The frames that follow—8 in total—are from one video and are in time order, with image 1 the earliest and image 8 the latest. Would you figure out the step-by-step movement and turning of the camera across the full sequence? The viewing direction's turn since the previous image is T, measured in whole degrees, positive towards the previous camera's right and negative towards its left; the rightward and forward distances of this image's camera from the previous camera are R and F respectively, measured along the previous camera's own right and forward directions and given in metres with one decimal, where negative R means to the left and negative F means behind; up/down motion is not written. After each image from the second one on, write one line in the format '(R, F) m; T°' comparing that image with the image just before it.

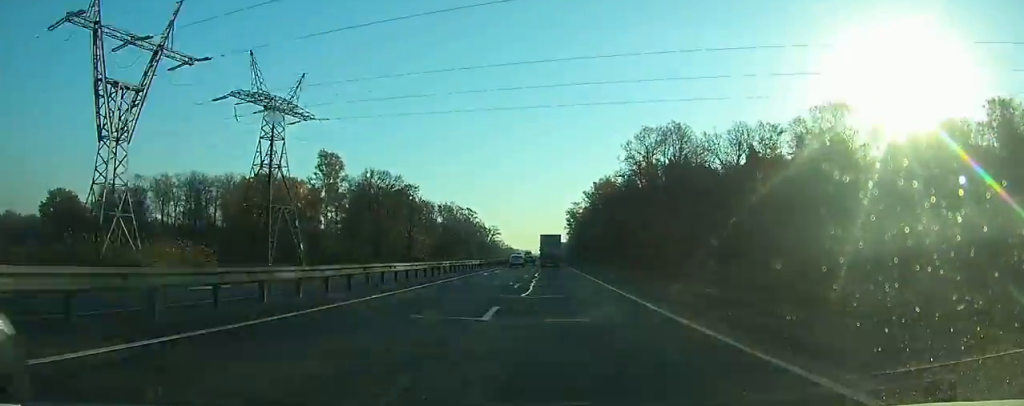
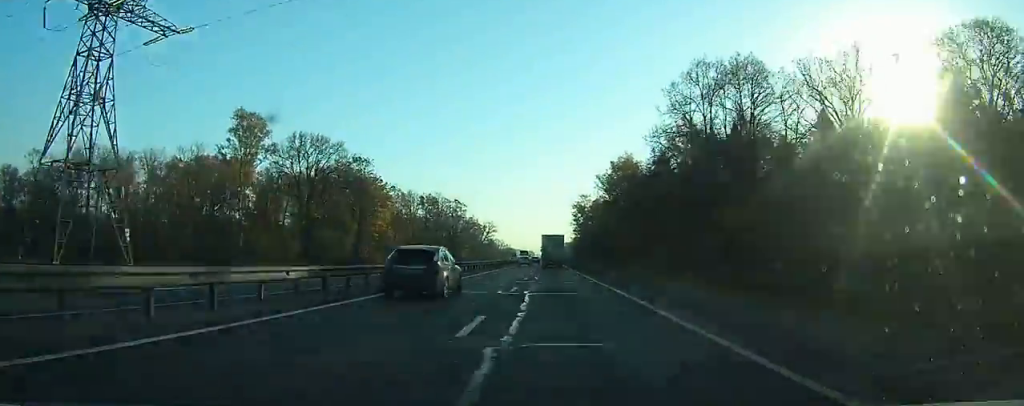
(0.0, +37.9) m; 0°
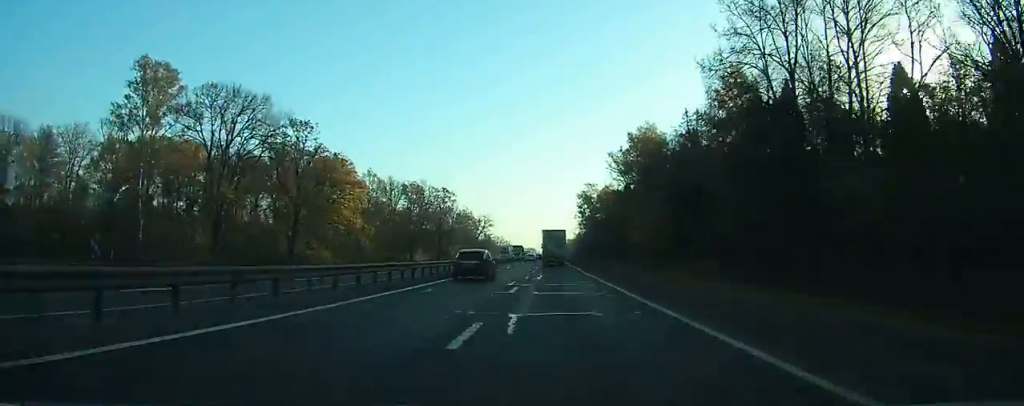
(0.0, +25.0) m; 0°
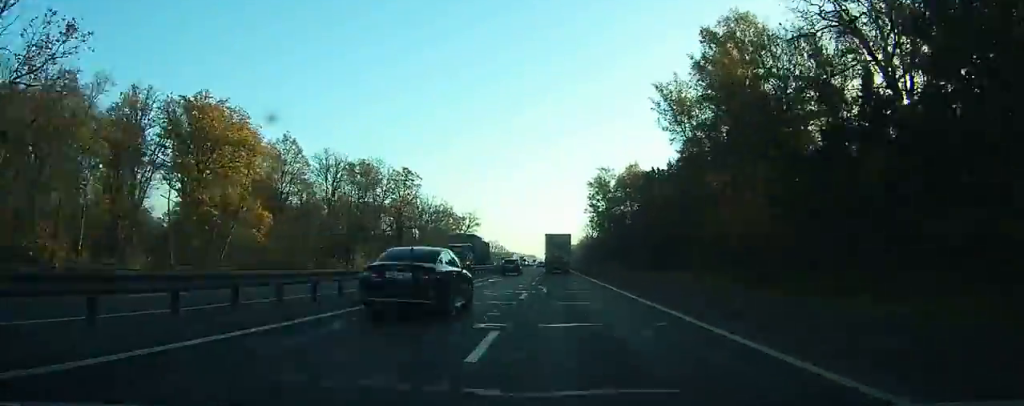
(-0.3, +48.1) m; 0°
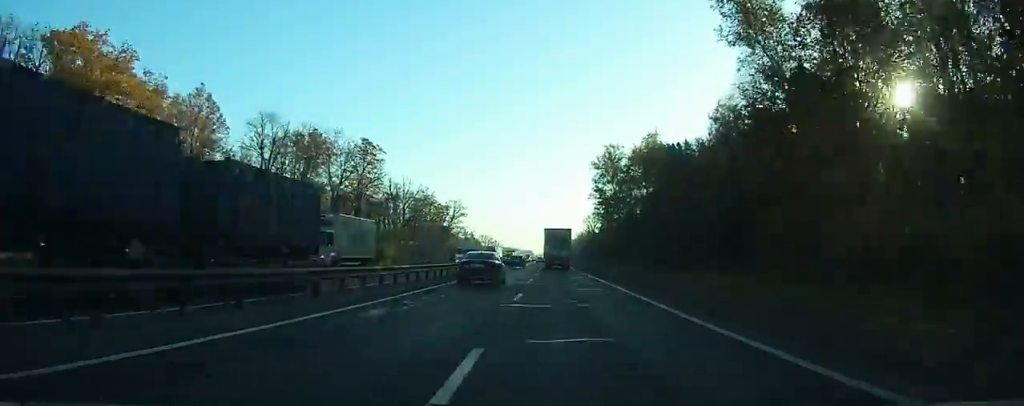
(+0.1, +25.8) m; 0°
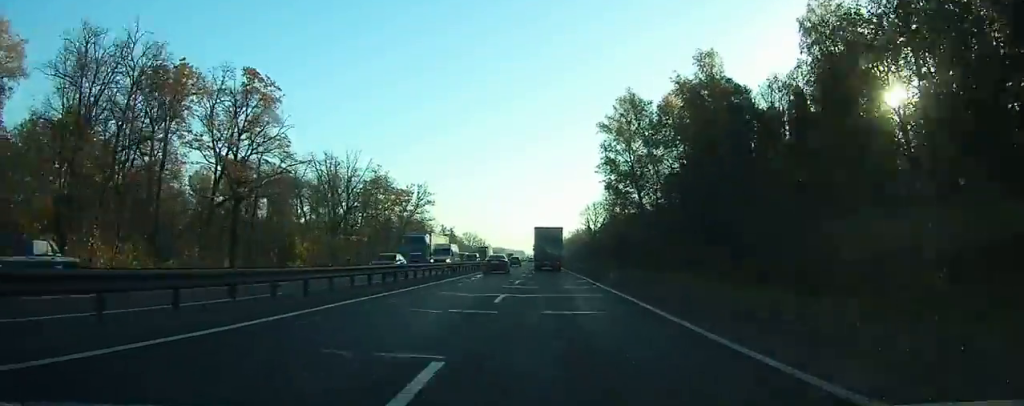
(+0.2, +38.2) m; 0°
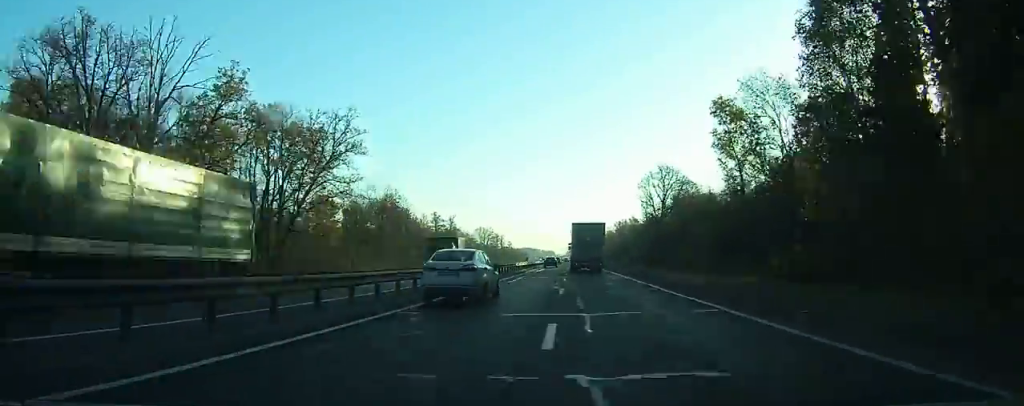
(-0.3, +67.4) m; -1°
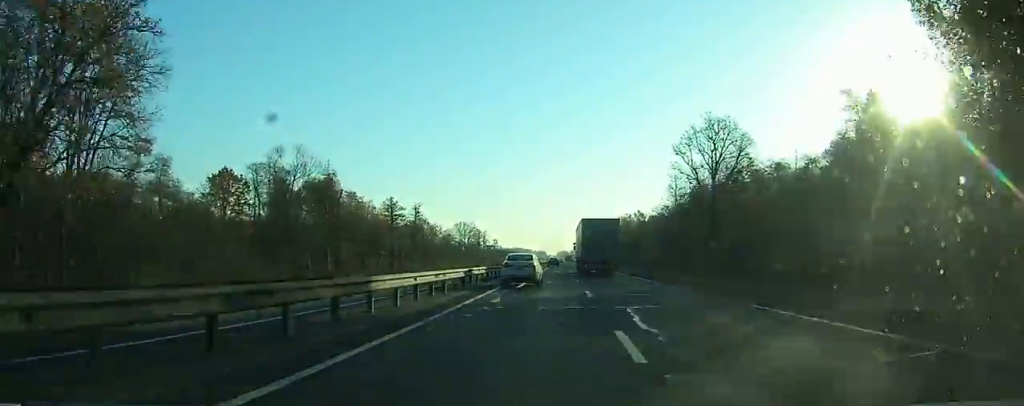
(-0.1, +36.8) m; 0°
